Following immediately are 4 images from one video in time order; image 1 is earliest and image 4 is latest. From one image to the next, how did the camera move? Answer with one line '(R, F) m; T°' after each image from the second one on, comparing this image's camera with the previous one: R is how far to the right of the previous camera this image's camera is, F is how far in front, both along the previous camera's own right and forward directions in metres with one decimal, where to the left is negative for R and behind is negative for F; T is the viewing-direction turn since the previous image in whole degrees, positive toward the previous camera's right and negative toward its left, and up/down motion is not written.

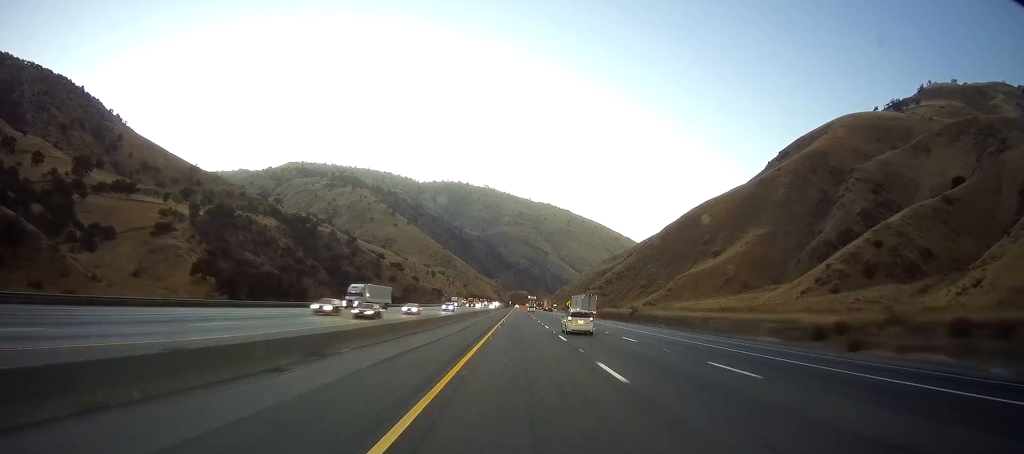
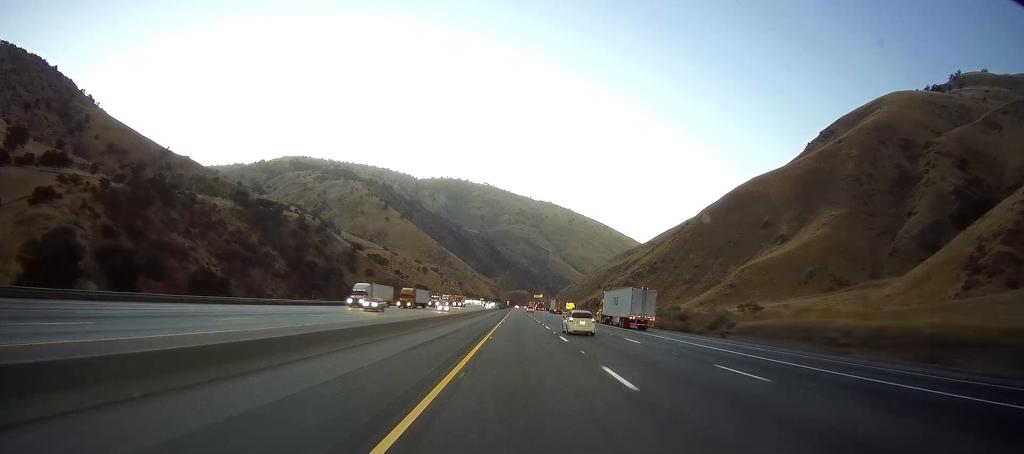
(-0.9, +88.1) m; 0°
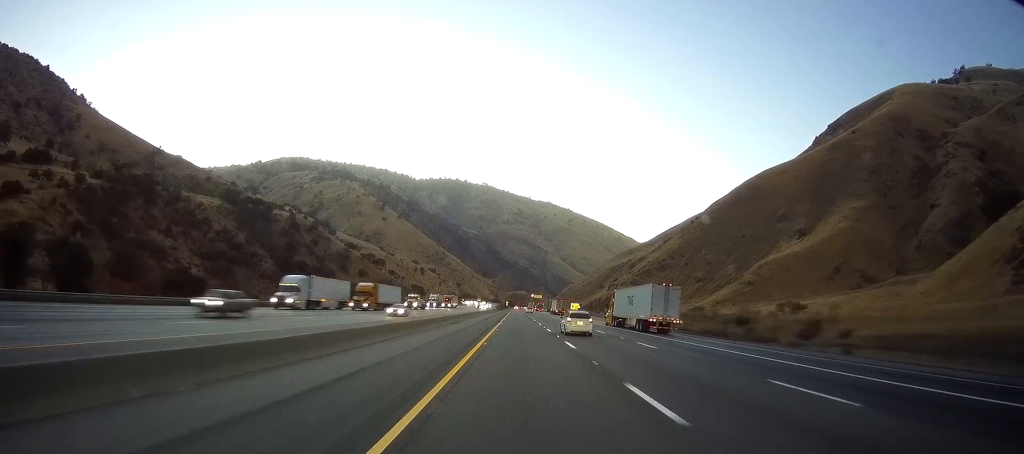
(+0.1, +18.4) m; 0°
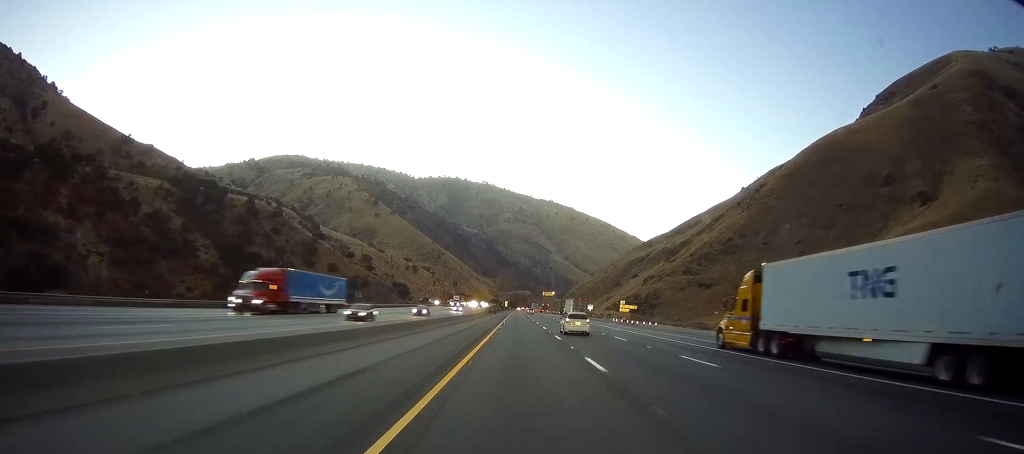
(0.0, +80.7) m; 0°
